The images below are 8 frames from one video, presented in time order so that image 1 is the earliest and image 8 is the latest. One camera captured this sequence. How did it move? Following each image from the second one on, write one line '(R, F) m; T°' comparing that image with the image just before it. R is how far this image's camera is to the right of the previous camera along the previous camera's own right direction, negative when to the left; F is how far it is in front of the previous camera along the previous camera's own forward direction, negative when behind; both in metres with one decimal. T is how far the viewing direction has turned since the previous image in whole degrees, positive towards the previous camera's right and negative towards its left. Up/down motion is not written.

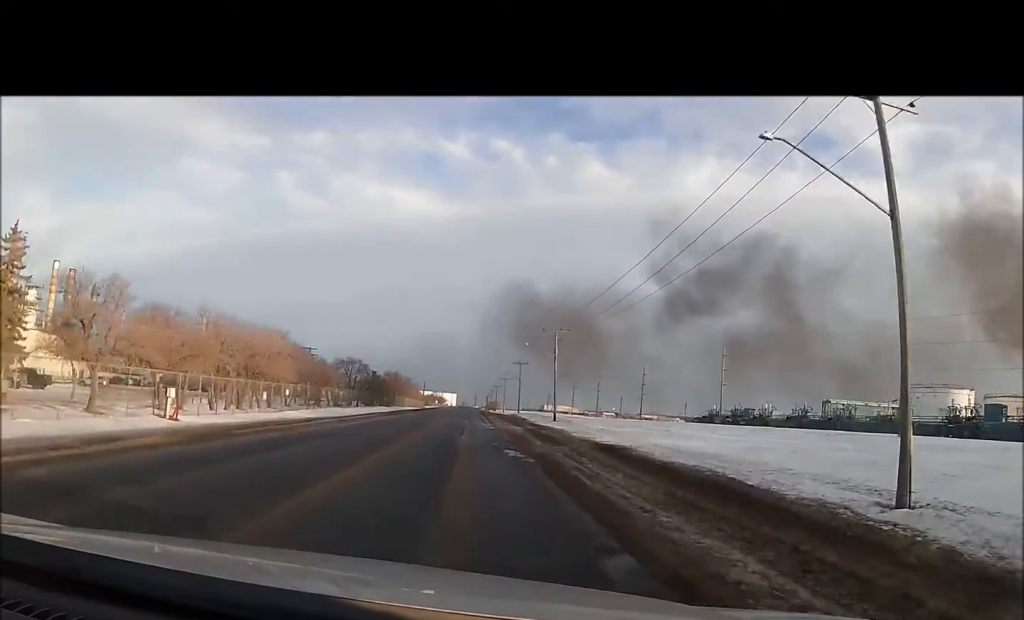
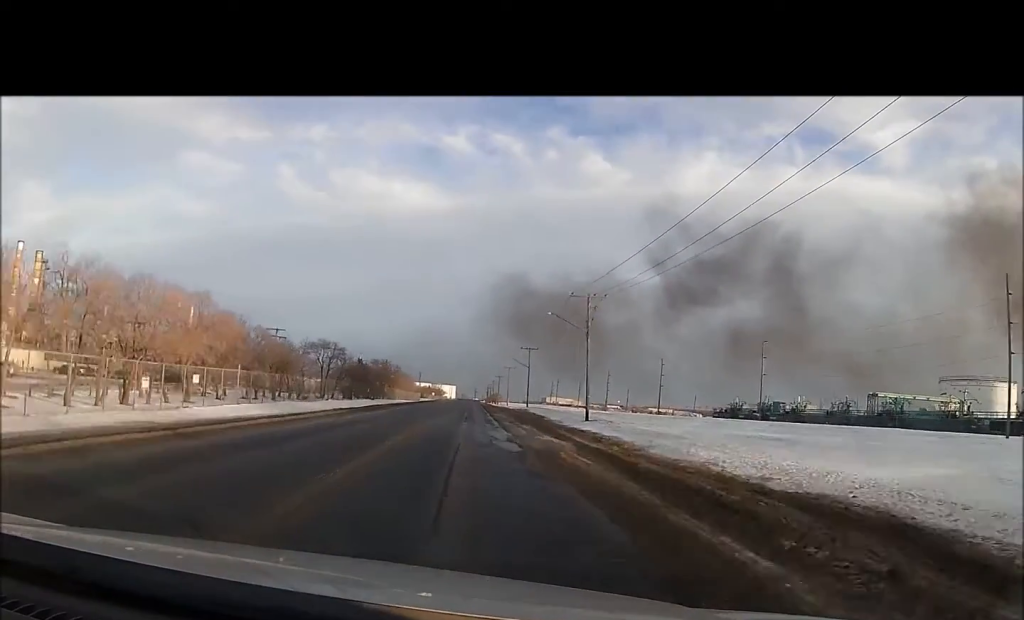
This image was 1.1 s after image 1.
(-0.1, +20.5) m; 0°
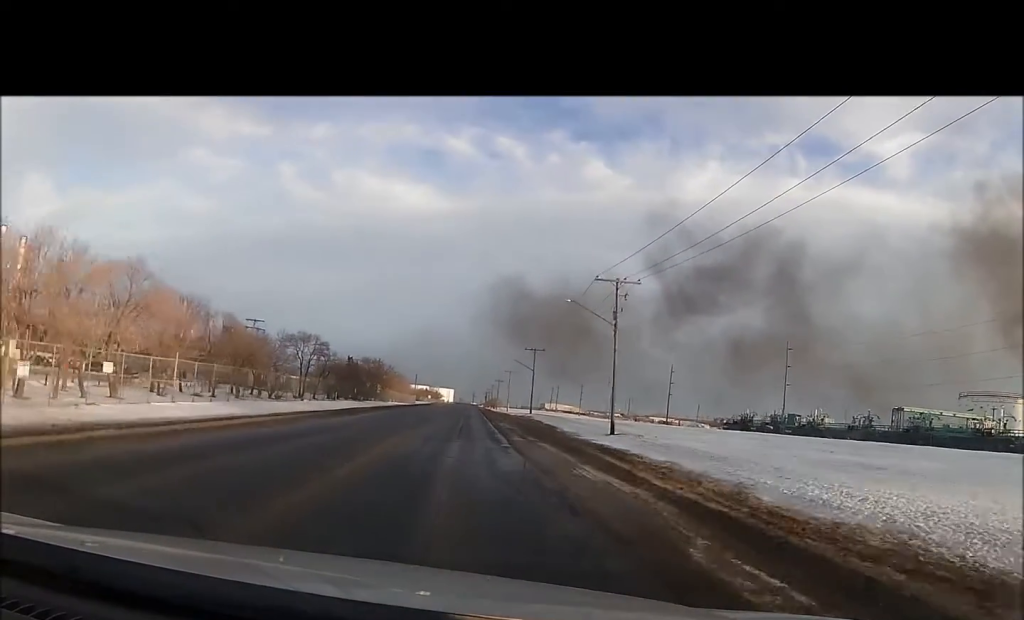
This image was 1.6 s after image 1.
(0.0, +10.4) m; 0°
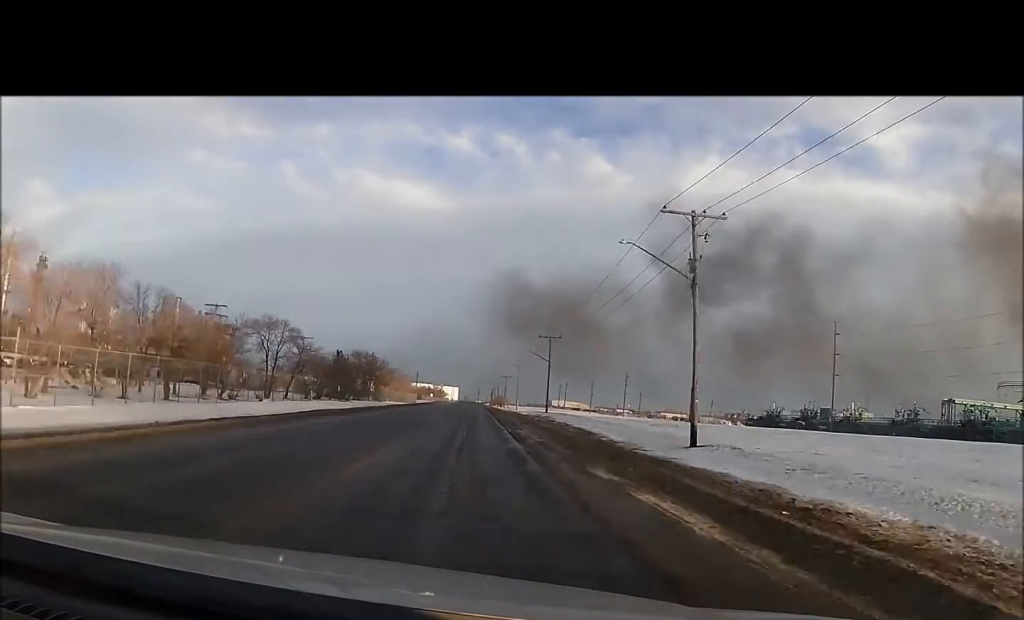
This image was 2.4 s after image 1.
(-0.1, +15.1) m; +1°
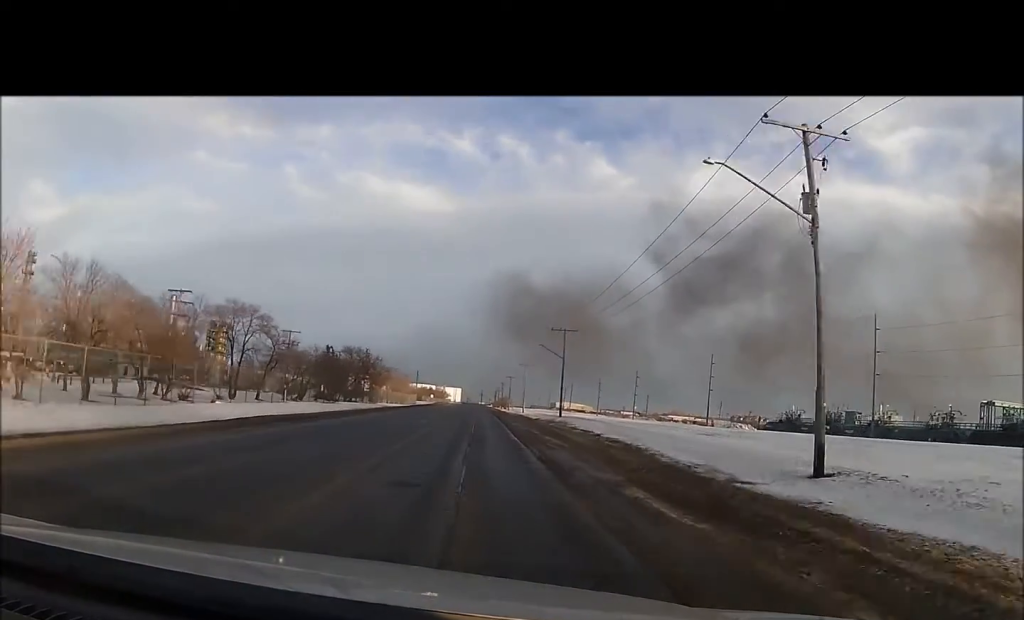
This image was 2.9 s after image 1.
(+0.3, +10.5) m; 0°
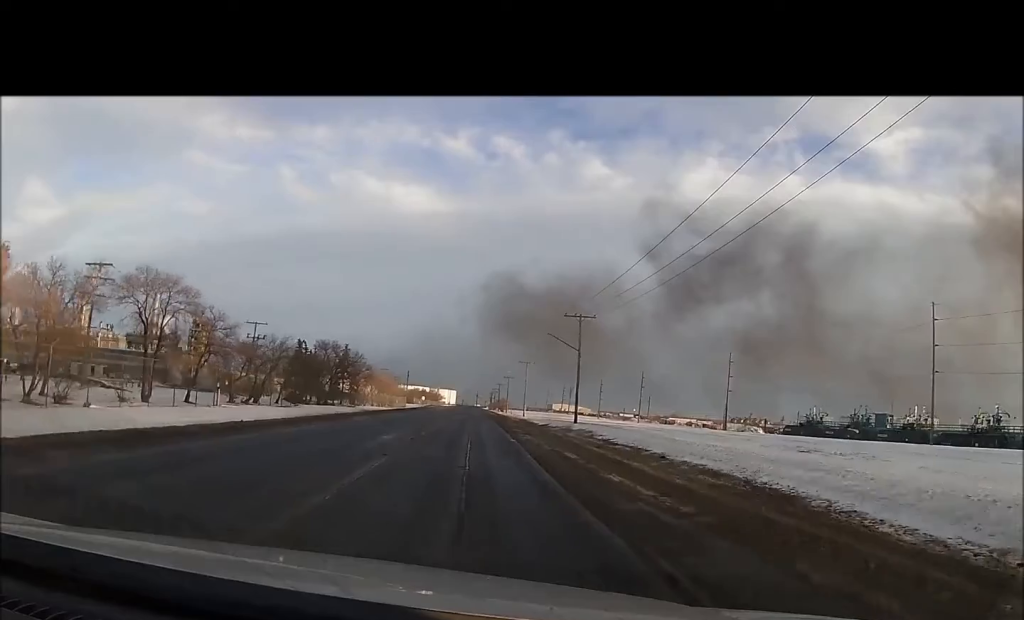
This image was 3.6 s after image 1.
(+0.1, +14.6) m; -1°
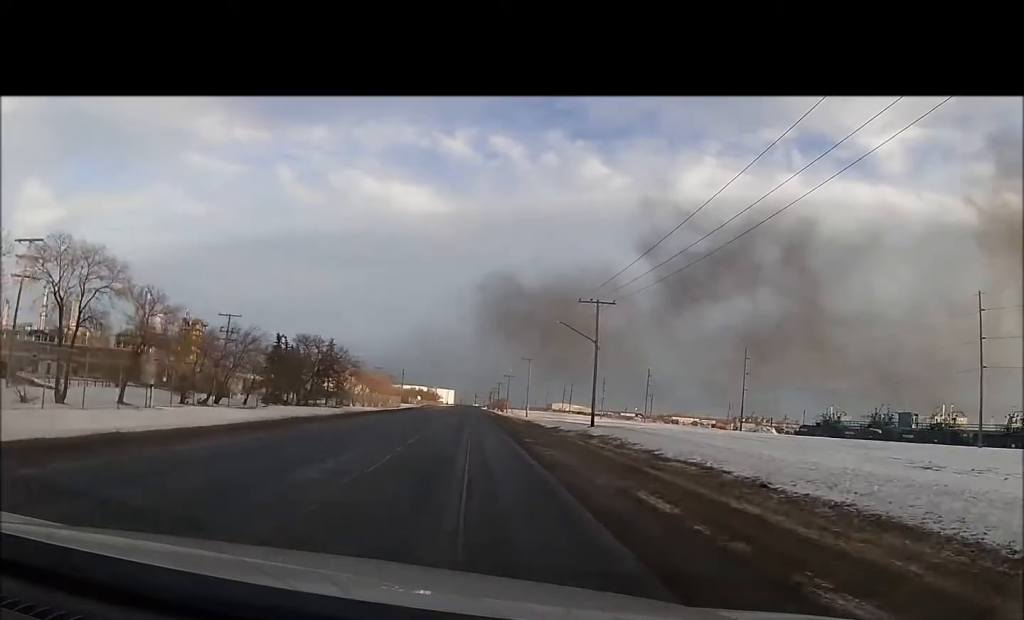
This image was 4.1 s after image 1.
(-0.2, +9.3) m; -1°
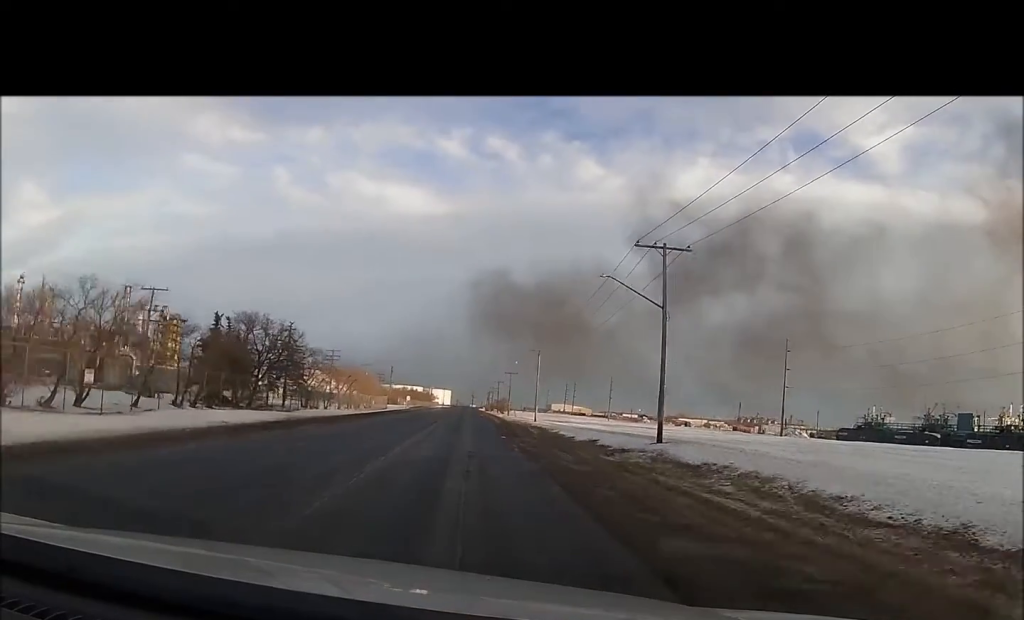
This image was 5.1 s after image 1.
(-0.2, +19.5) m; 0°
